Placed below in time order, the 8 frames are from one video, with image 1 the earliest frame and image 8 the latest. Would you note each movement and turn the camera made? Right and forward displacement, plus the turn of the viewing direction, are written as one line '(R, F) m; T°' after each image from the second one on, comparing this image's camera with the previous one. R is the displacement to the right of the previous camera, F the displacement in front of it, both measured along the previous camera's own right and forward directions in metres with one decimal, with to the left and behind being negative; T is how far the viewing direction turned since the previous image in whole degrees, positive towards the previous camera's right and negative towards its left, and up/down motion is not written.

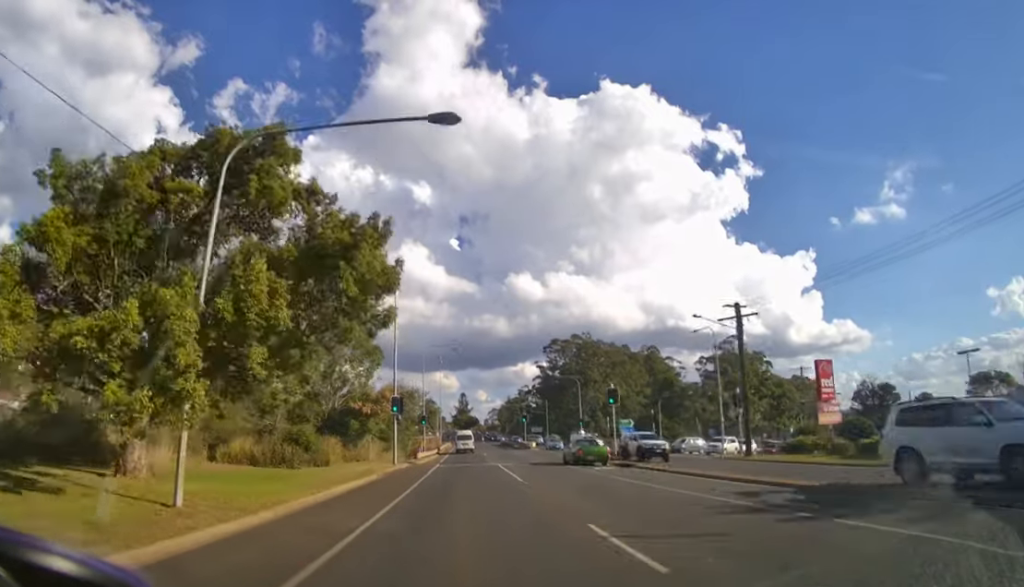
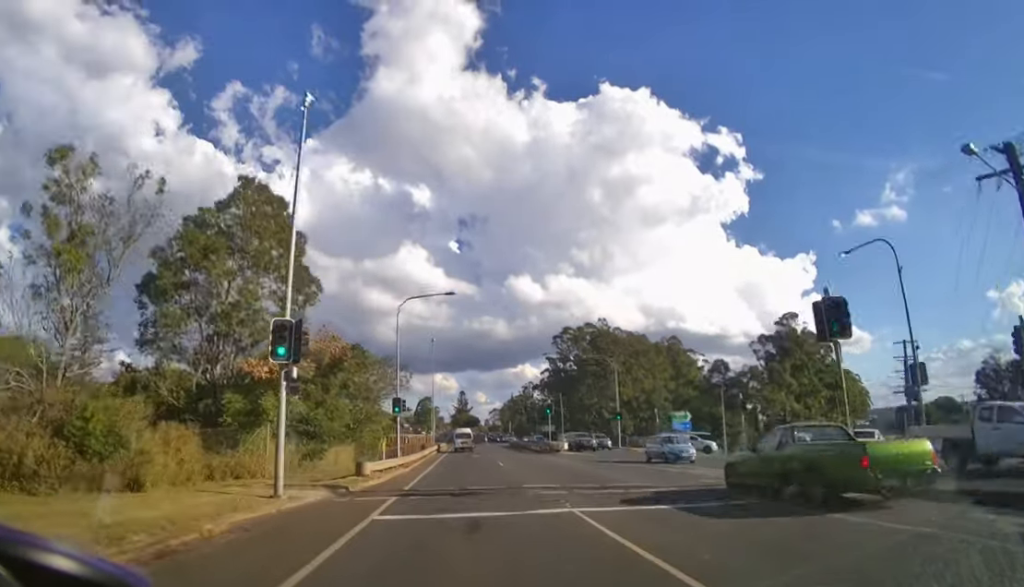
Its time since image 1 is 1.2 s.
(+0.1, +19.7) m; 0°
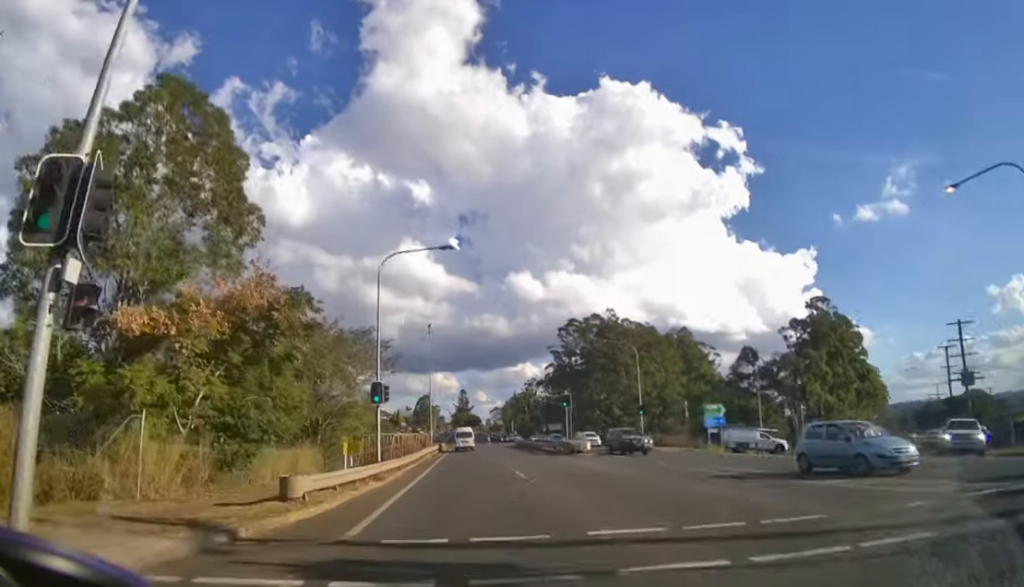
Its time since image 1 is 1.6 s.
(0.0, +8.1) m; 0°
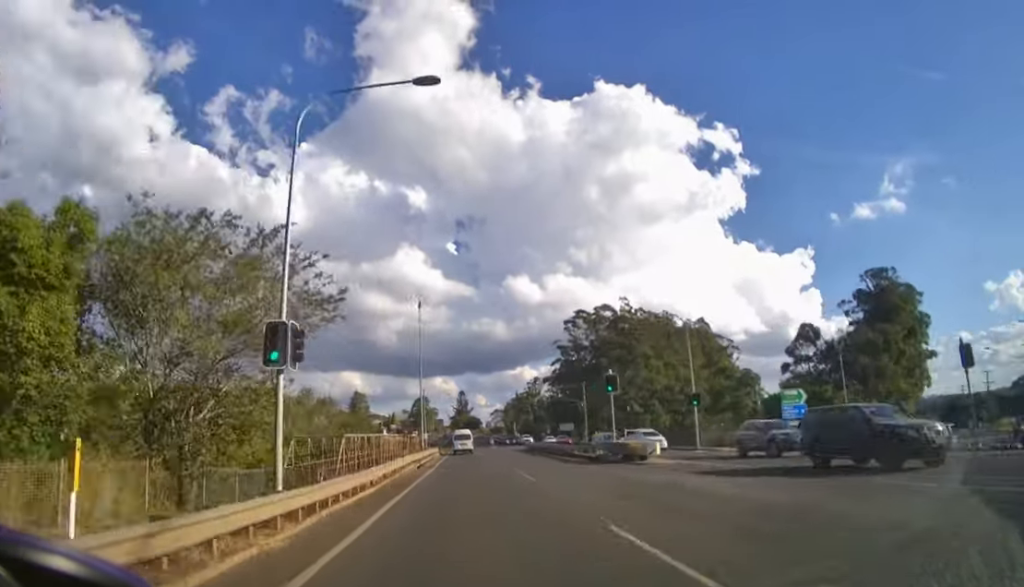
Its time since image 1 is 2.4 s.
(0.0, +12.9) m; 0°
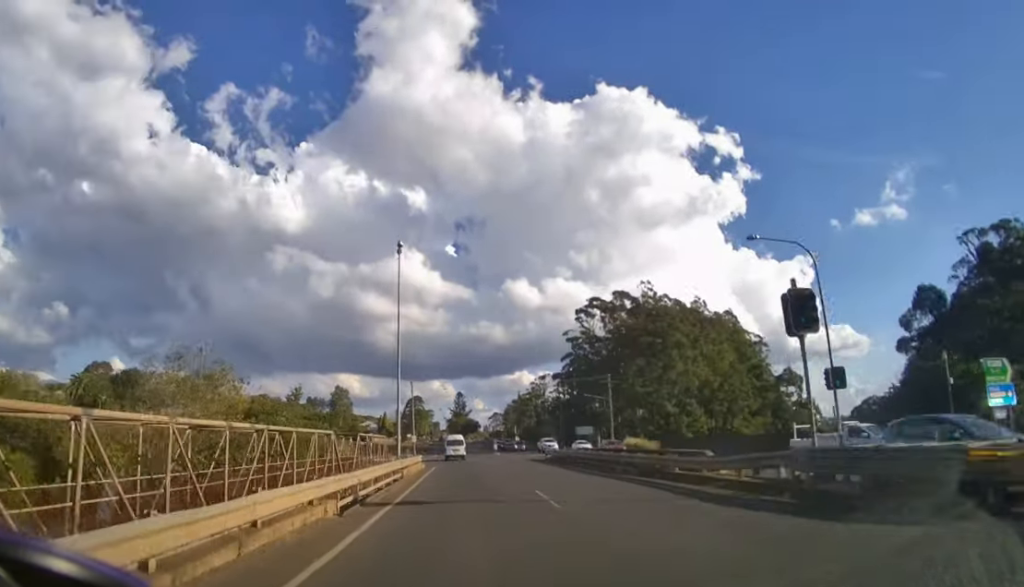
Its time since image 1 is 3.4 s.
(0.0, +18.0) m; 0°
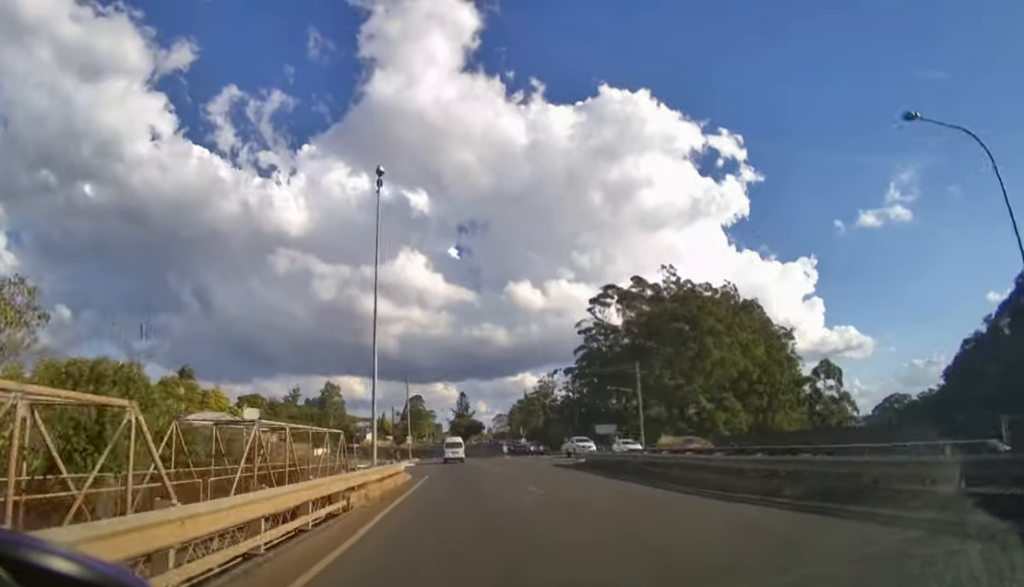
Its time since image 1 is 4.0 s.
(0.0, +12.4) m; 0°
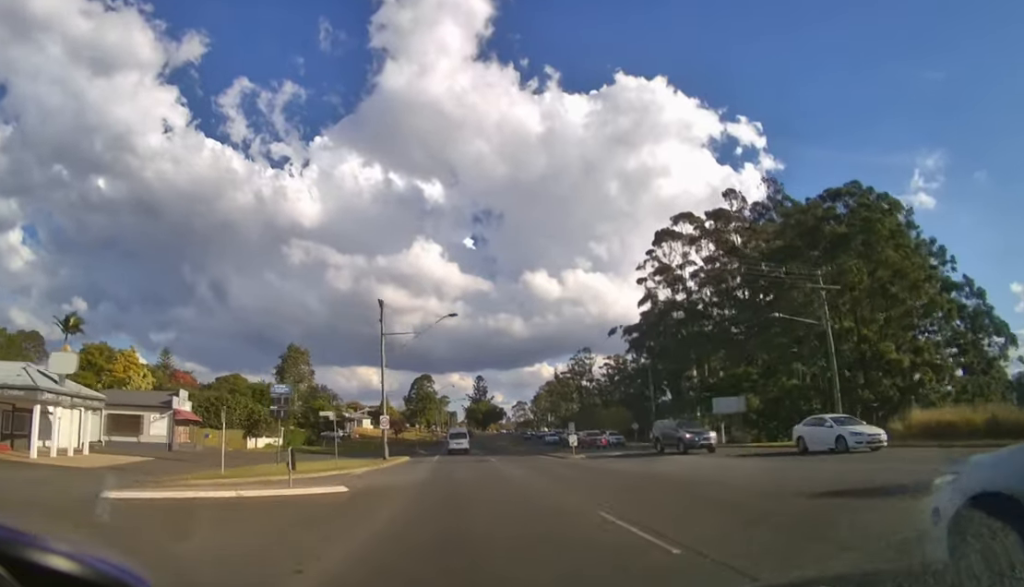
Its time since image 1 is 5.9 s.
(-0.3, +32.3) m; -2°
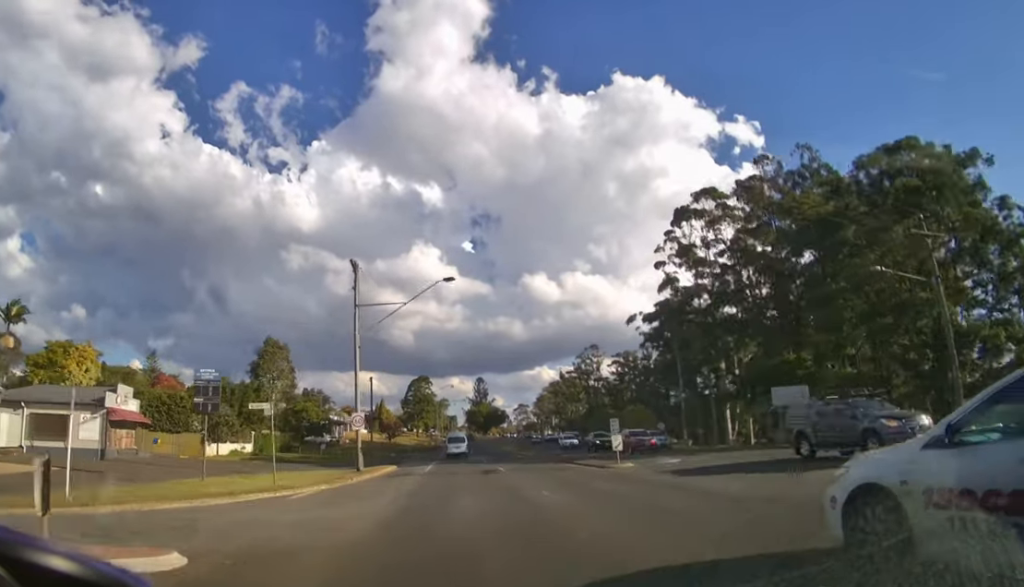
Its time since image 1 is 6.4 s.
(-0.1, +7.1) m; 0°
